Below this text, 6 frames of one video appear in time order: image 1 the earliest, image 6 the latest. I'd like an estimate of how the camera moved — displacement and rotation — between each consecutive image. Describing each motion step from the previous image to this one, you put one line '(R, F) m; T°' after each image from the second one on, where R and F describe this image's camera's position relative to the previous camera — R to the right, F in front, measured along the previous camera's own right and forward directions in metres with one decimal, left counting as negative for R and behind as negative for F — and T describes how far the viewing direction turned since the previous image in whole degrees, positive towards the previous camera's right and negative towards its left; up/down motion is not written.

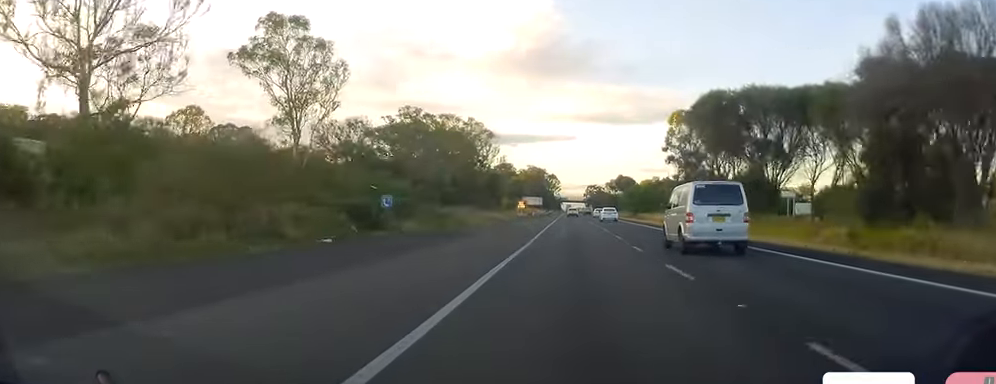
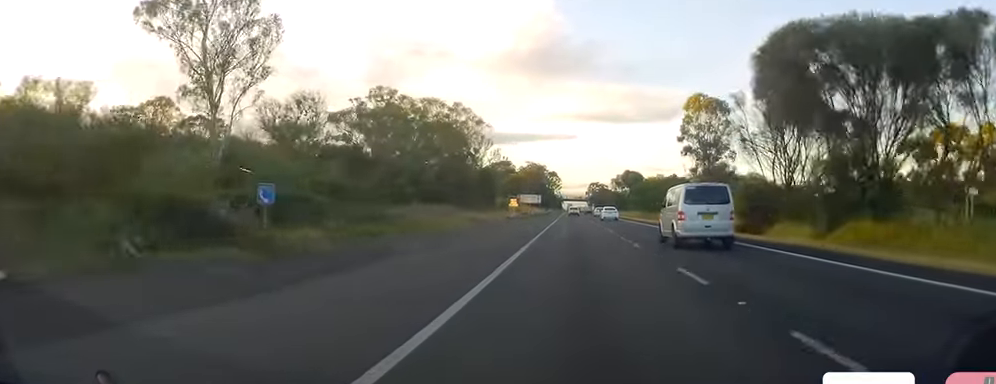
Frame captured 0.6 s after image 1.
(-0.2, +17.4) m; 0°
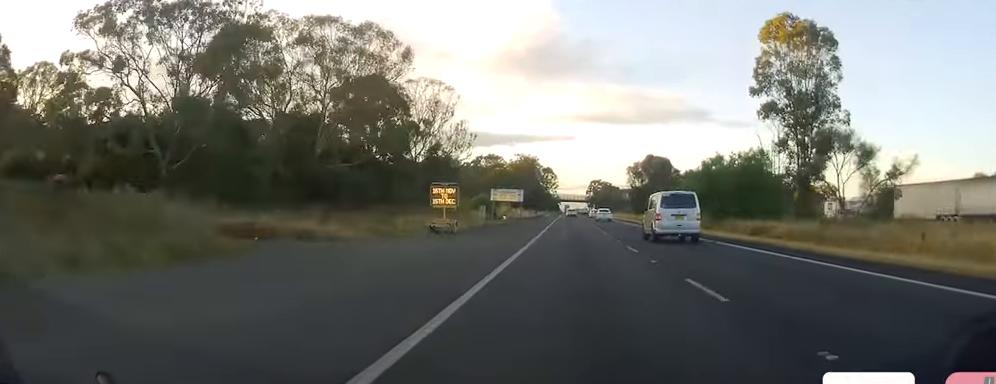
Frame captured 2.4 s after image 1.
(+1.4, +48.9) m; +1°
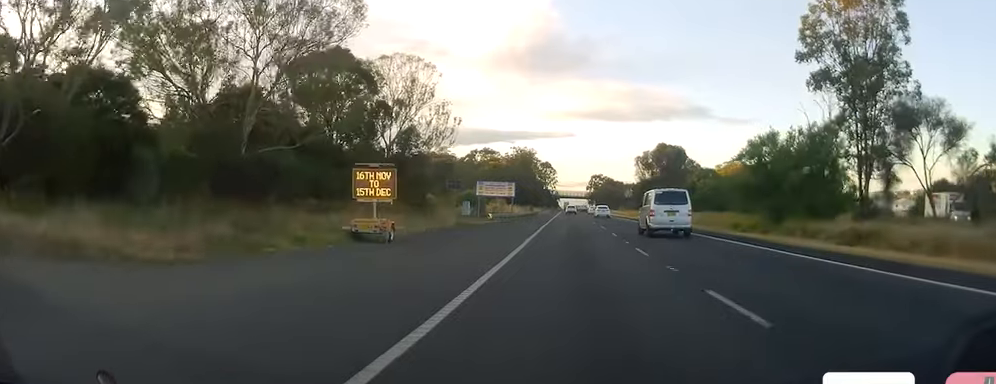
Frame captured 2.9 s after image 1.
(-0.8, +14.9) m; 0°
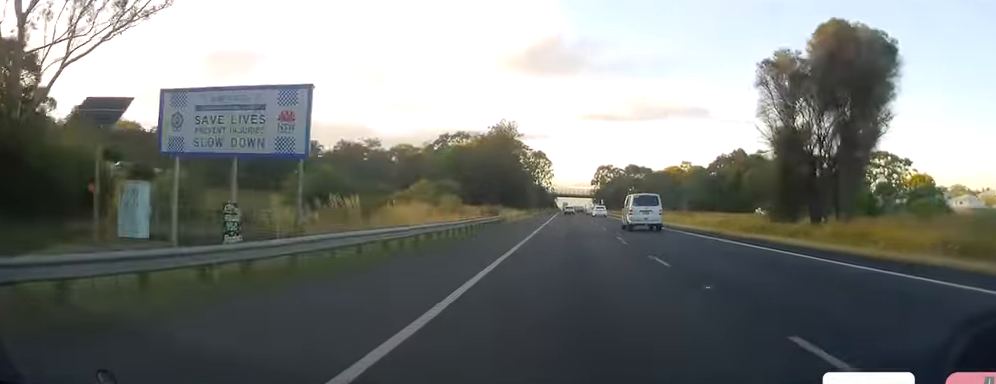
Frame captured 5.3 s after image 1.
(0.0, +65.3) m; 0°
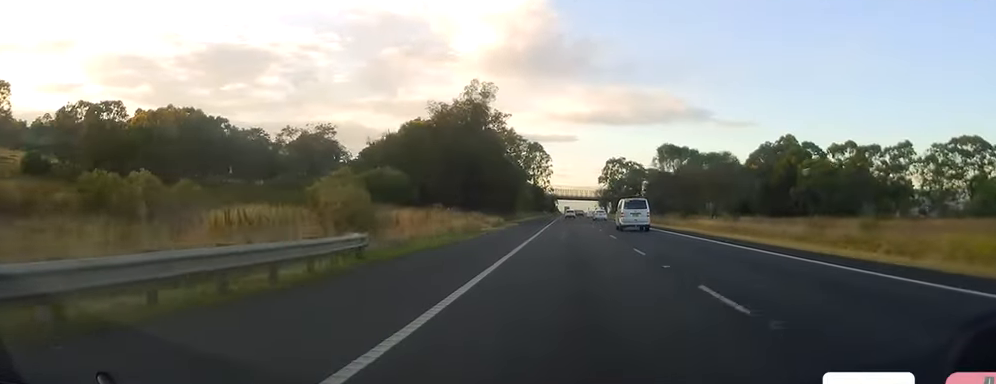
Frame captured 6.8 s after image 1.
(-0.1, +42.2) m; 0°
